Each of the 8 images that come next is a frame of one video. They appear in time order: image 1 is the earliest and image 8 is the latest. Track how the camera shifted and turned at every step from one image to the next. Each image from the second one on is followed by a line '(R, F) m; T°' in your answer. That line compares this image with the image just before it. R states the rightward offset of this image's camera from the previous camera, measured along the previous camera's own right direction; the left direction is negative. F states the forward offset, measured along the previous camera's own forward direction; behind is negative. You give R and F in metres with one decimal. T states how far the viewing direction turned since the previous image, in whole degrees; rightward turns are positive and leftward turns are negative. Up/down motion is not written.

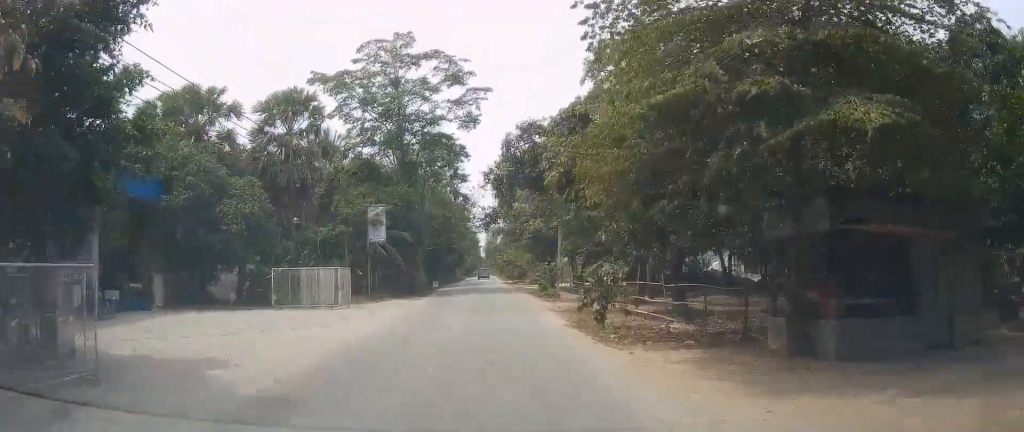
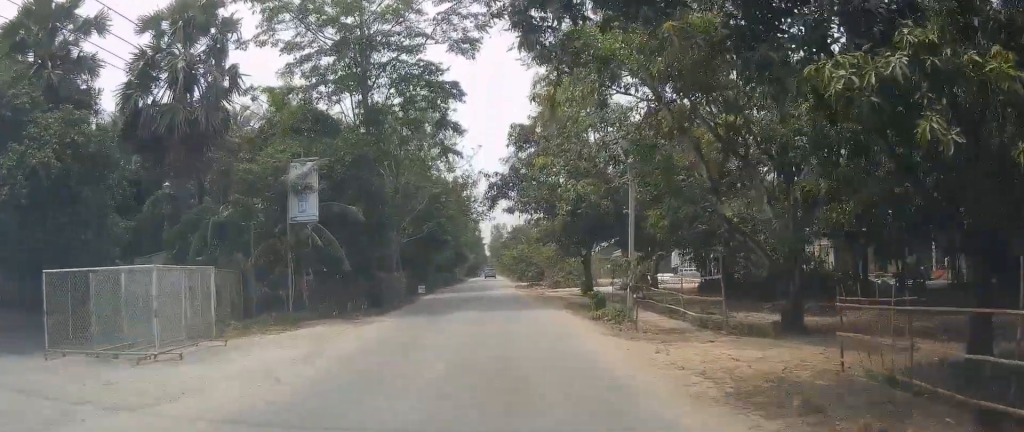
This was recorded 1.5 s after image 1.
(+0.9, +16.2) m; +1°
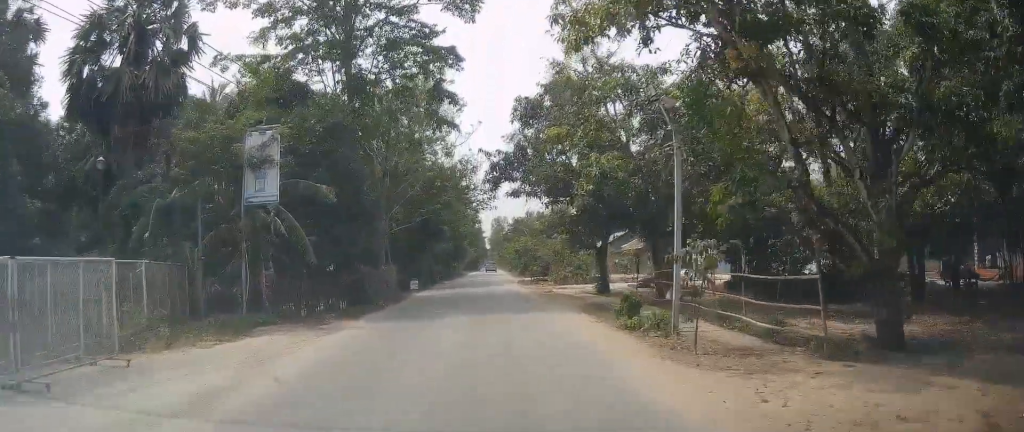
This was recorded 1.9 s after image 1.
(-0.1, +4.5) m; 0°
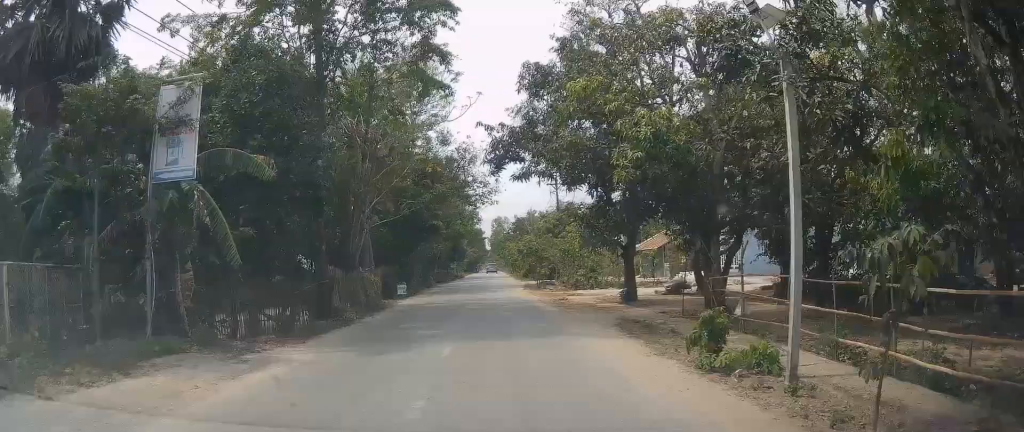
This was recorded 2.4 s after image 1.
(-0.2, +5.6) m; 0°
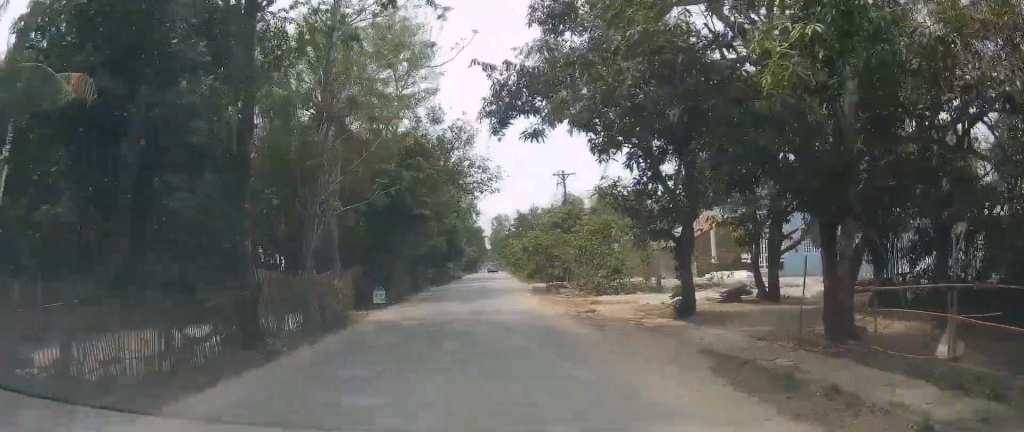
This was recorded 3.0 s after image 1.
(+0.1, +7.3) m; -1°
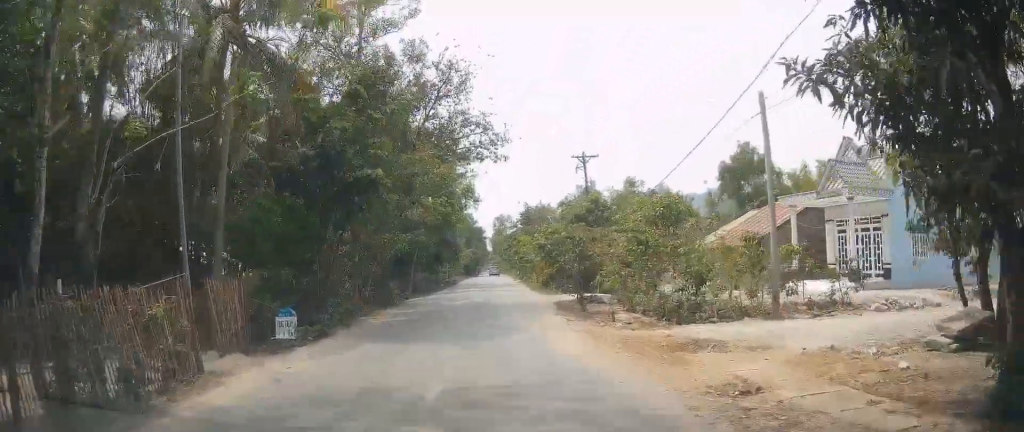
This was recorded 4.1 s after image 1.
(-0.2, +11.8) m; -1°
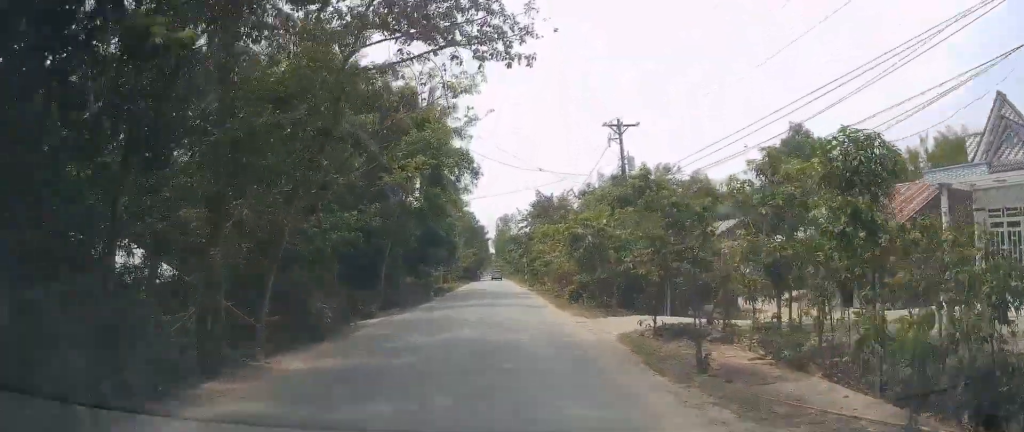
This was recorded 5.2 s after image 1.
(+0.1, +12.1) m; +2°
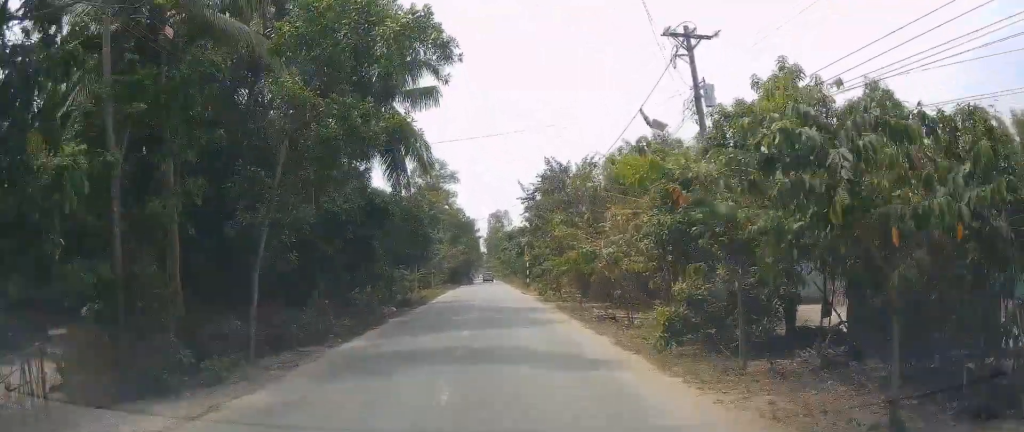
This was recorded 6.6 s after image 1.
(+0.2, +15.2) m; 0°
